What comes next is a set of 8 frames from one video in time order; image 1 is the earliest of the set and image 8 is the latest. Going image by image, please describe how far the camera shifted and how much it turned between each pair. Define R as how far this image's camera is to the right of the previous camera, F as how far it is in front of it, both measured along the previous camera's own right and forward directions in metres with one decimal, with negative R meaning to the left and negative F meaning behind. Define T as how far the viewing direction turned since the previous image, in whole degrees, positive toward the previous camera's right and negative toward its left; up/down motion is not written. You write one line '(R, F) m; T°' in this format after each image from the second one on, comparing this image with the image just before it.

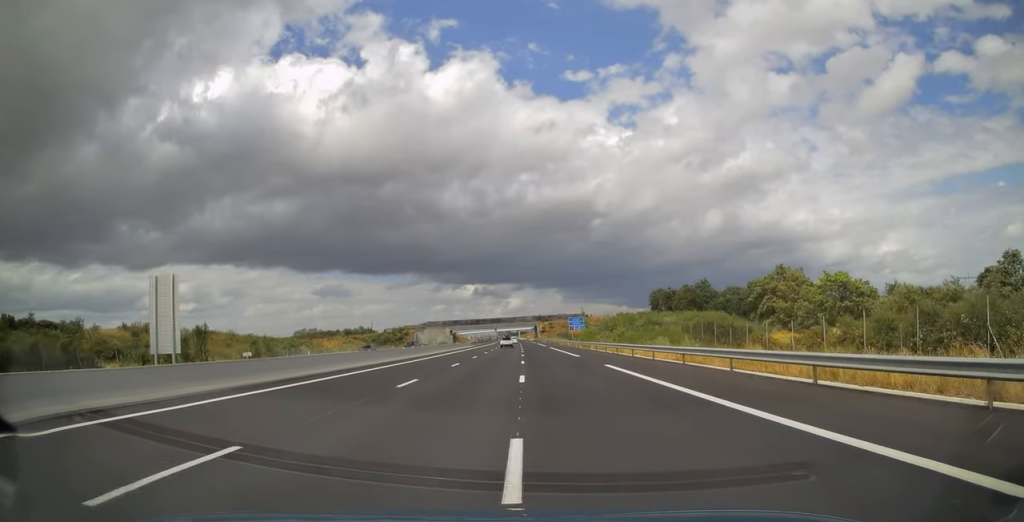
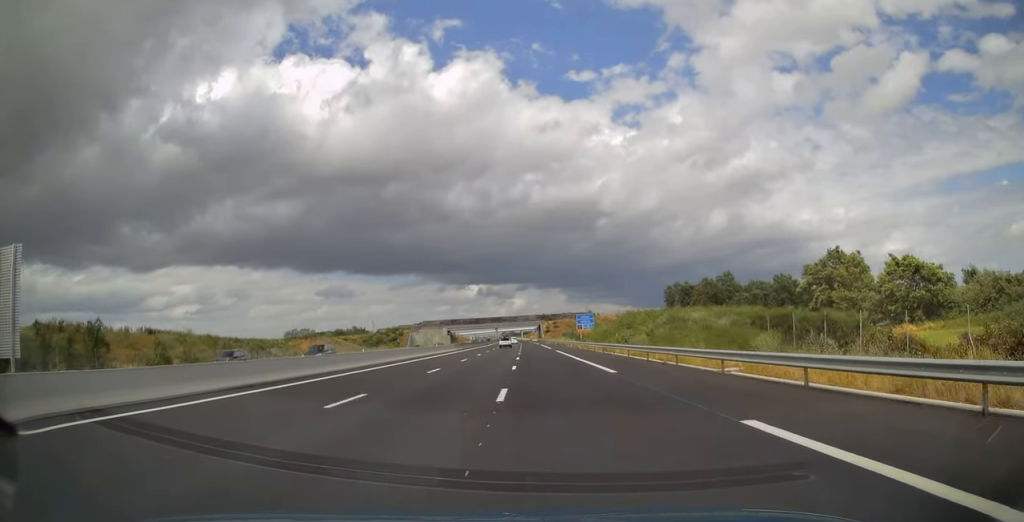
(0.0, +18.5) m; 0°
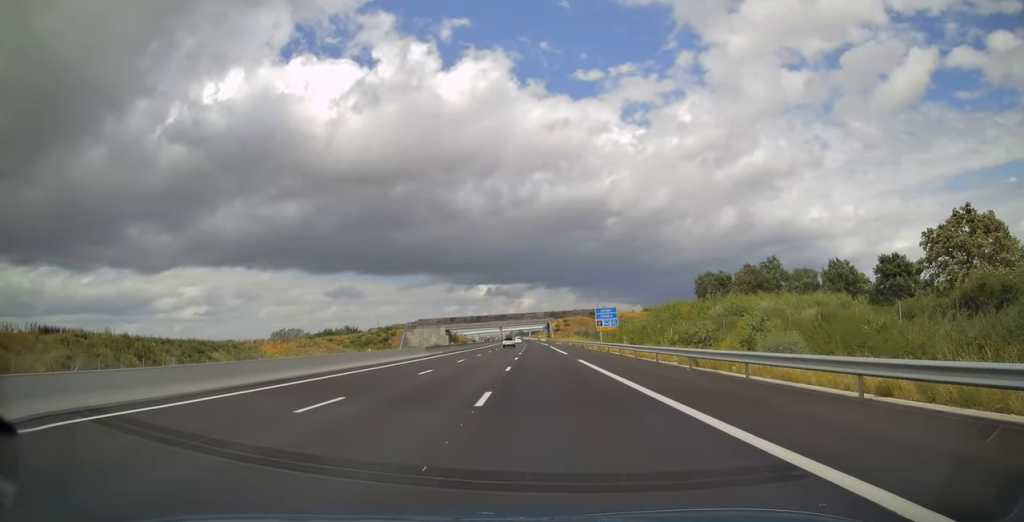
(-0.1, +27.3) m; 0°
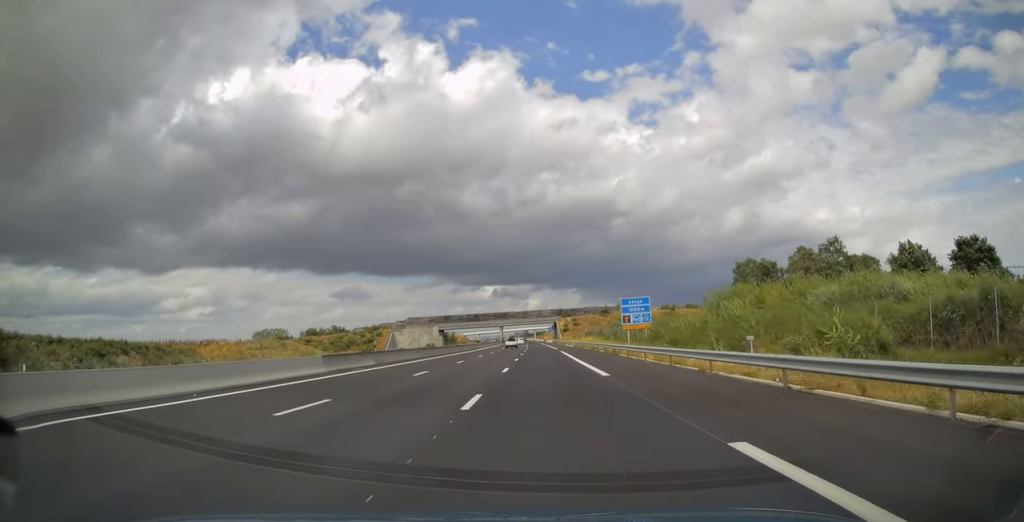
(0.0, +27.0) m; 0°
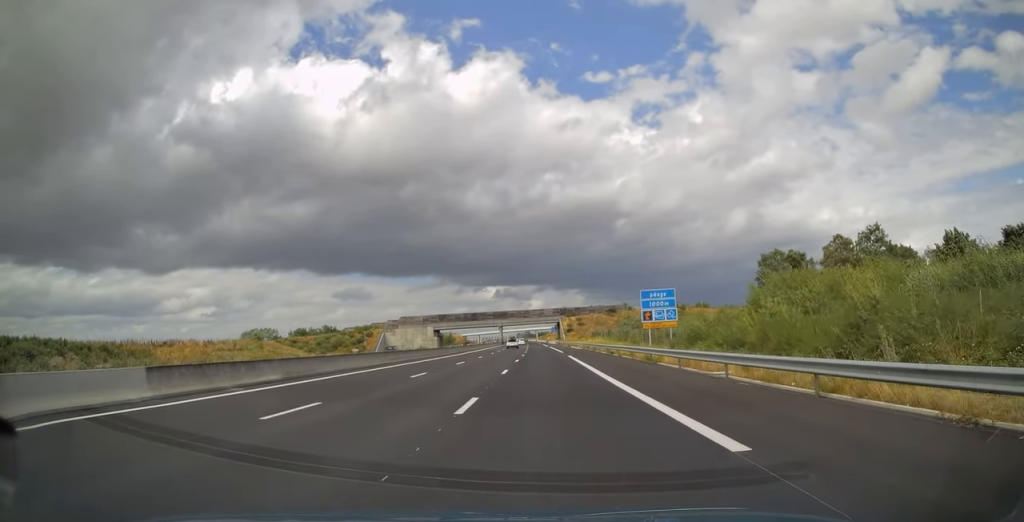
(0.0, +13.7) m; 0°
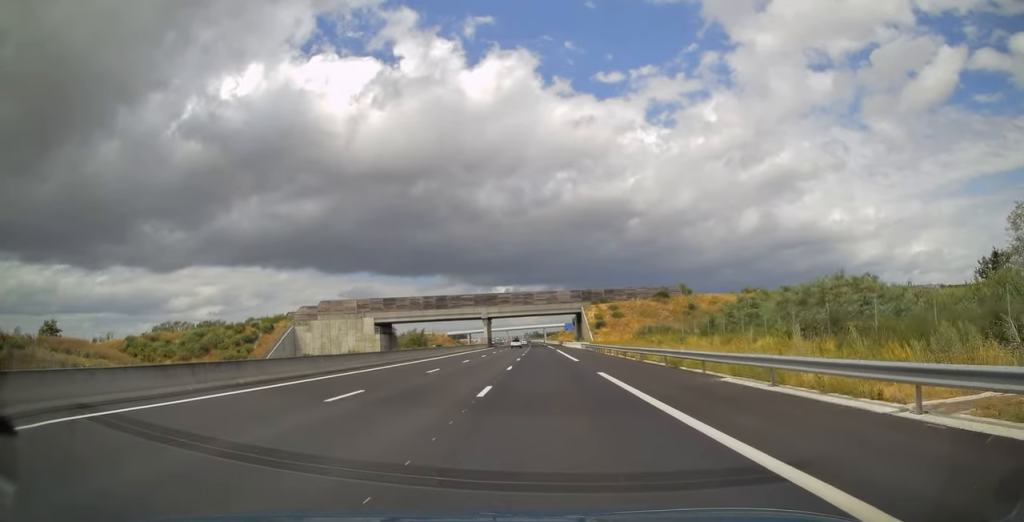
(-1.3, +75.7) m; -2°
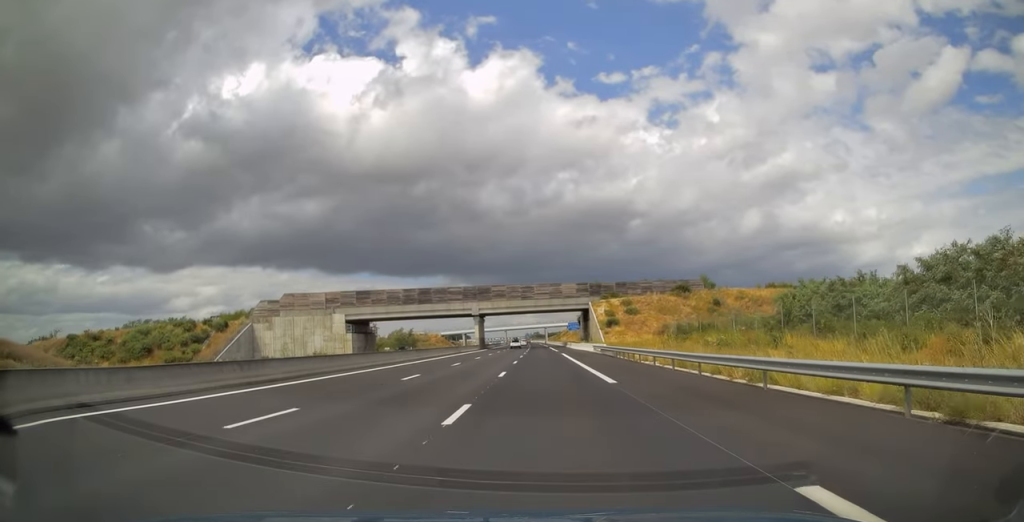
(0.0, +17.9) m; 0°
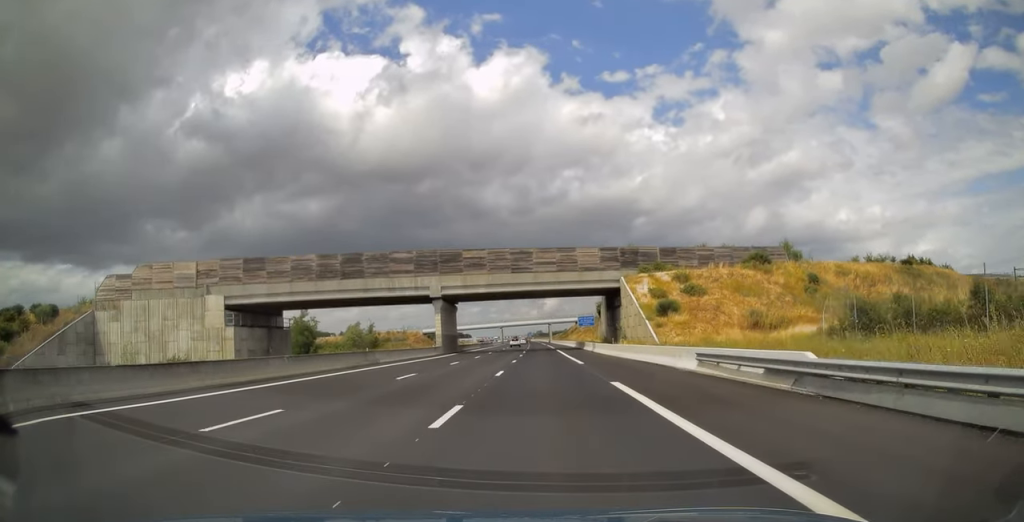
(-0.2, +40.1) m; 0°
